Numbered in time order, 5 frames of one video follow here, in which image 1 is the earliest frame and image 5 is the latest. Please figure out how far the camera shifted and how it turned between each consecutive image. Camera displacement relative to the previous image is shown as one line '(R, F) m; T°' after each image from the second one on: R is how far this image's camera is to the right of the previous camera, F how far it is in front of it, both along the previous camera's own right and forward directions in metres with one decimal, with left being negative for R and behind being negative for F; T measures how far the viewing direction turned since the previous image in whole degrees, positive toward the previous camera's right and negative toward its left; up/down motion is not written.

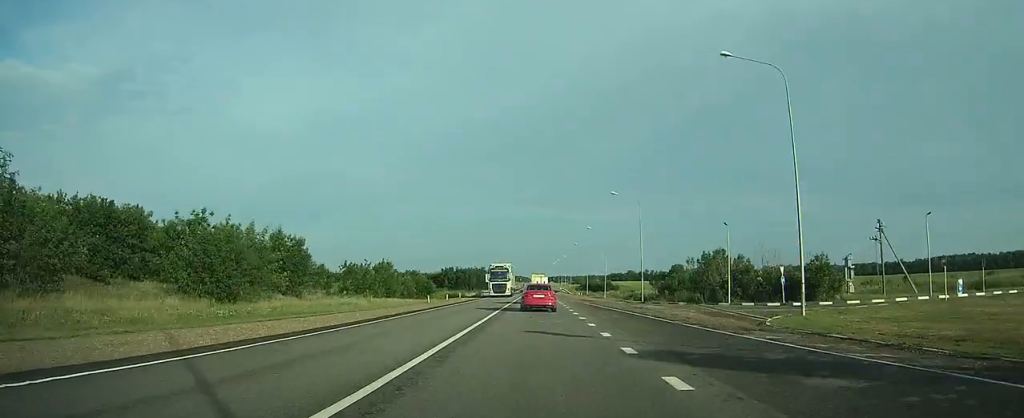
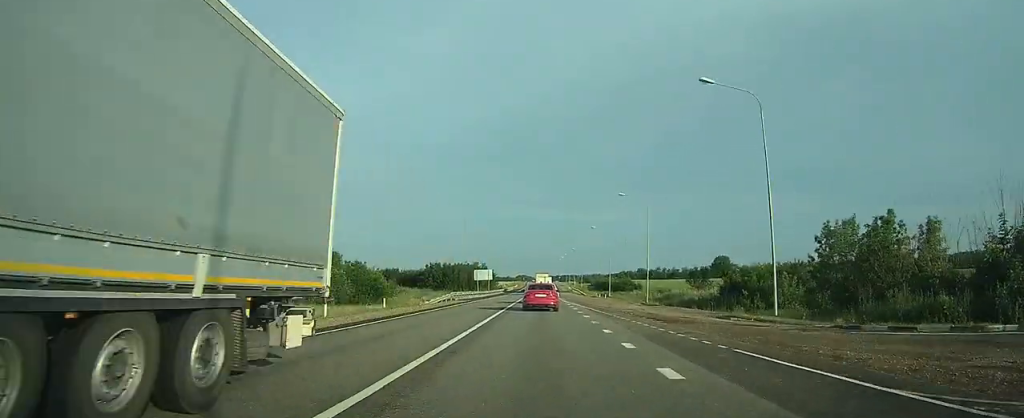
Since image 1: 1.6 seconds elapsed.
(-0.1, +34.8) m; 0°
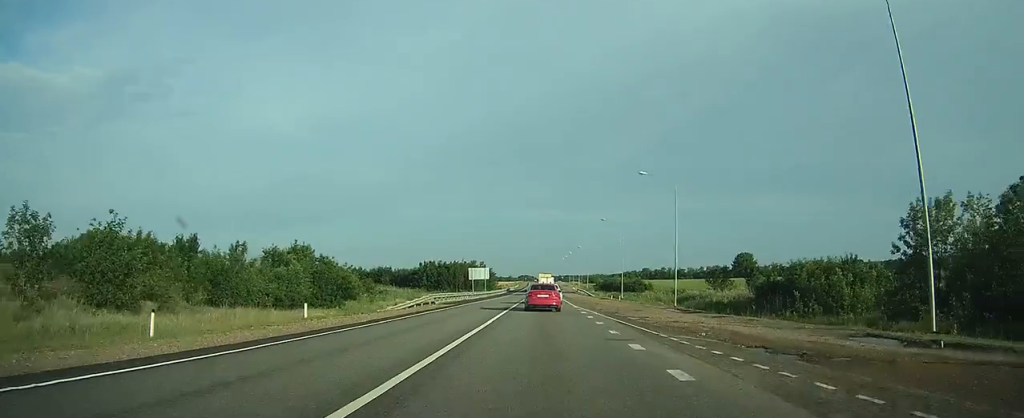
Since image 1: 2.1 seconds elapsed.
(0.0, +12.0) m; 0°
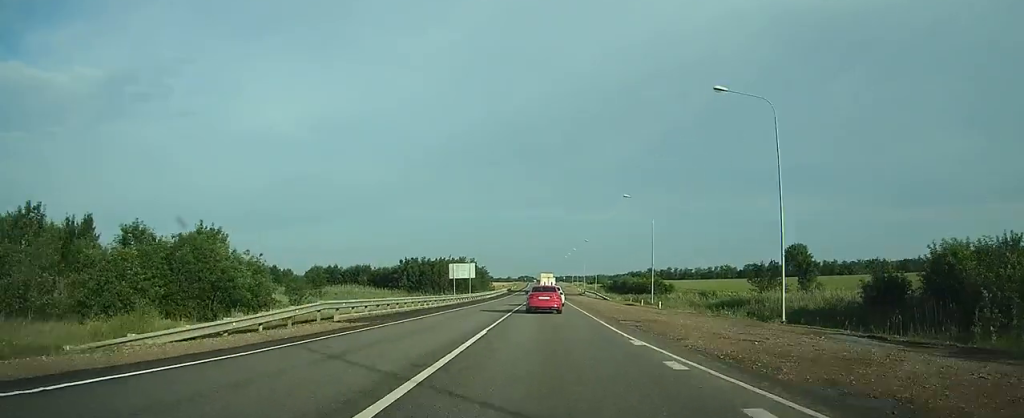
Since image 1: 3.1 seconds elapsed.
(-0.1, +22.7) m; 0°
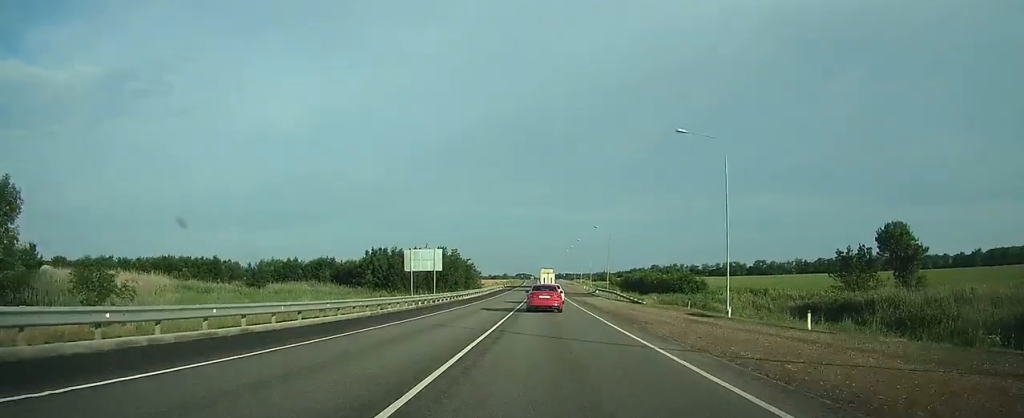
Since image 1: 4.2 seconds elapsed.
(0.0, +26.0) m; 0°
